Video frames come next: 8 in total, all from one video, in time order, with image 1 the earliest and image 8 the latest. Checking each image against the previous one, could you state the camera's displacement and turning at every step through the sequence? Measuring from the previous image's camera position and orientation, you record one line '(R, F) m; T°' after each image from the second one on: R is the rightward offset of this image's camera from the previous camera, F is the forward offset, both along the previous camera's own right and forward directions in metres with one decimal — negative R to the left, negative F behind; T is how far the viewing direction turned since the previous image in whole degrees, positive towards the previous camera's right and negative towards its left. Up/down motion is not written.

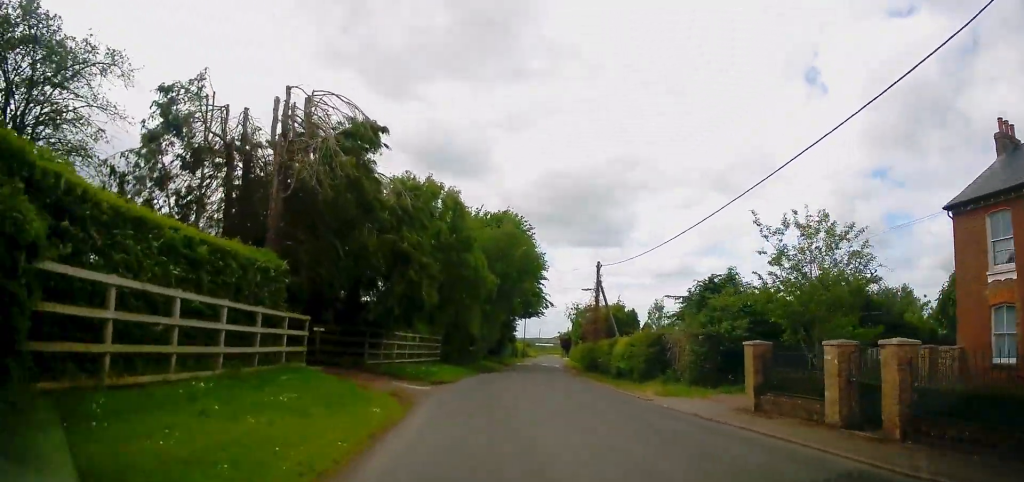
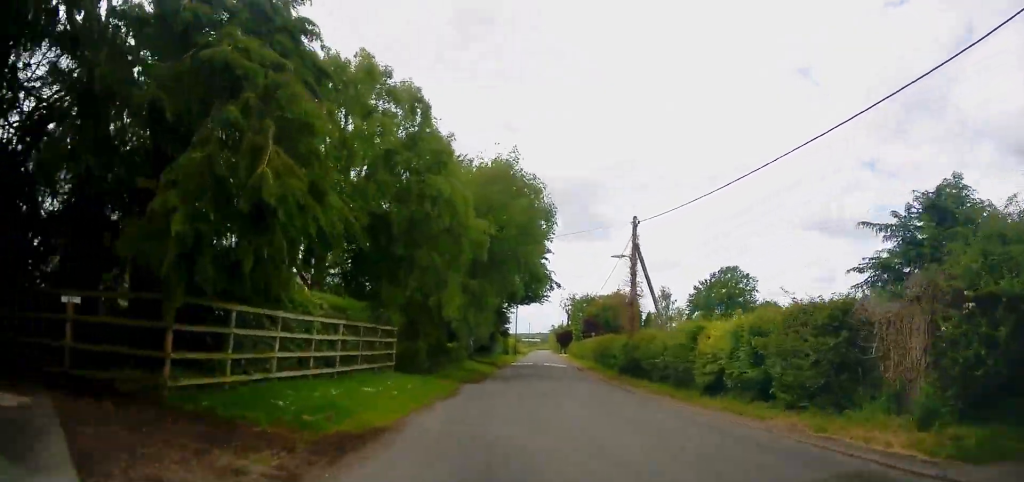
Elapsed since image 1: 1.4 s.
(+0.1, +13.7) m; +3°
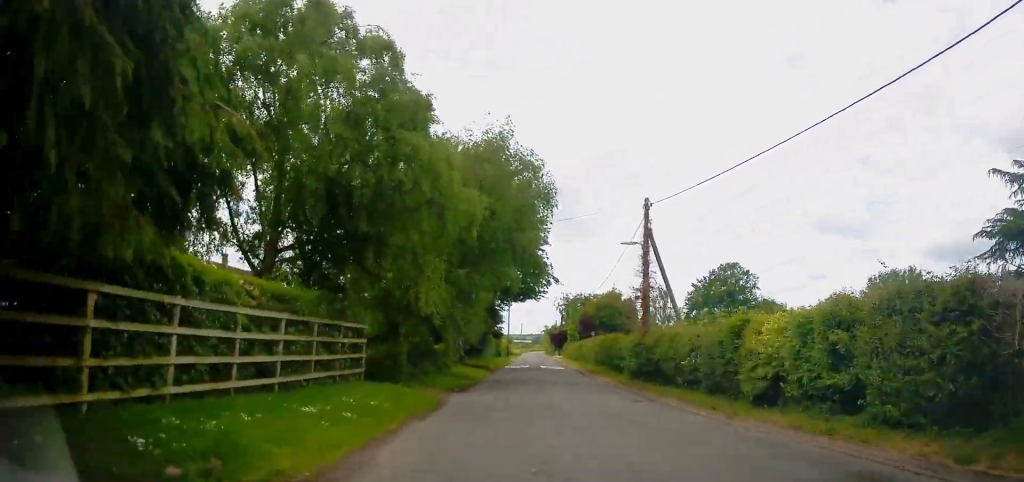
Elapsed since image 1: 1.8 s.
(+0.1, +3.8) m; +1°
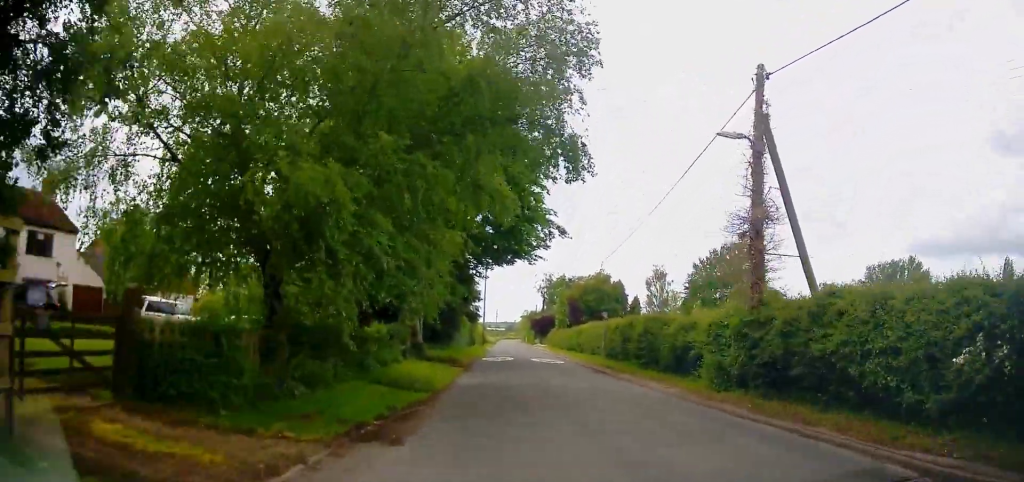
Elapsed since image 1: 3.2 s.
(+0.5, +12.7) m; +2°
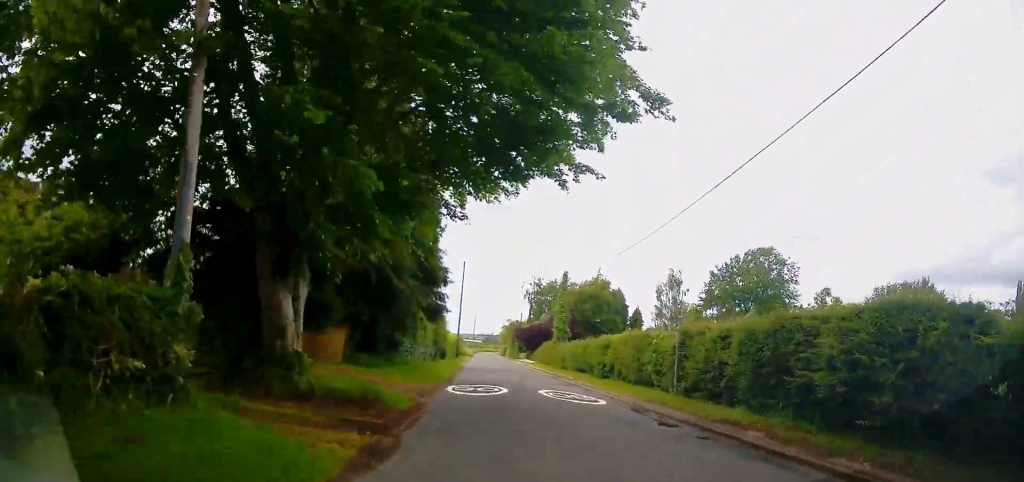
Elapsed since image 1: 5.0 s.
(-0.2, +15.6) m; -1°
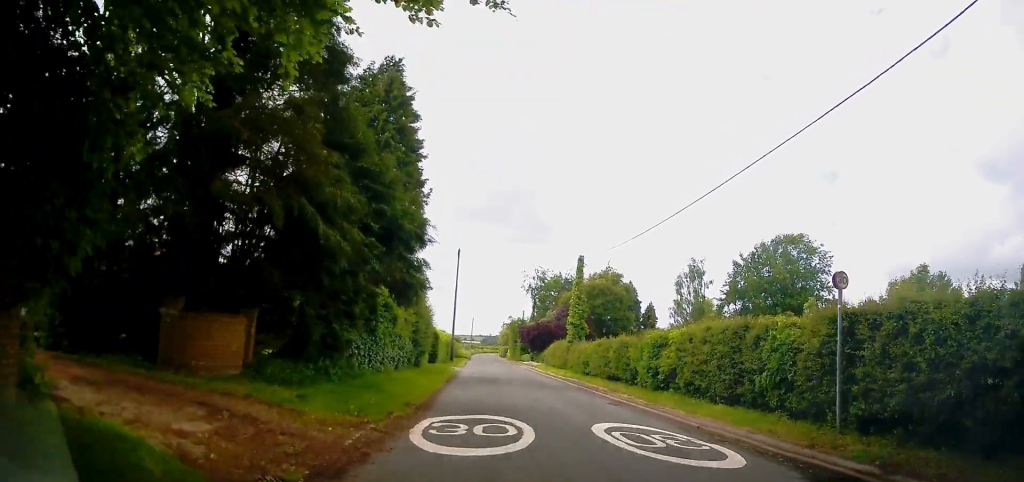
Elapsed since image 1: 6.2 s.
(+0.1, +8.8) m; +1°
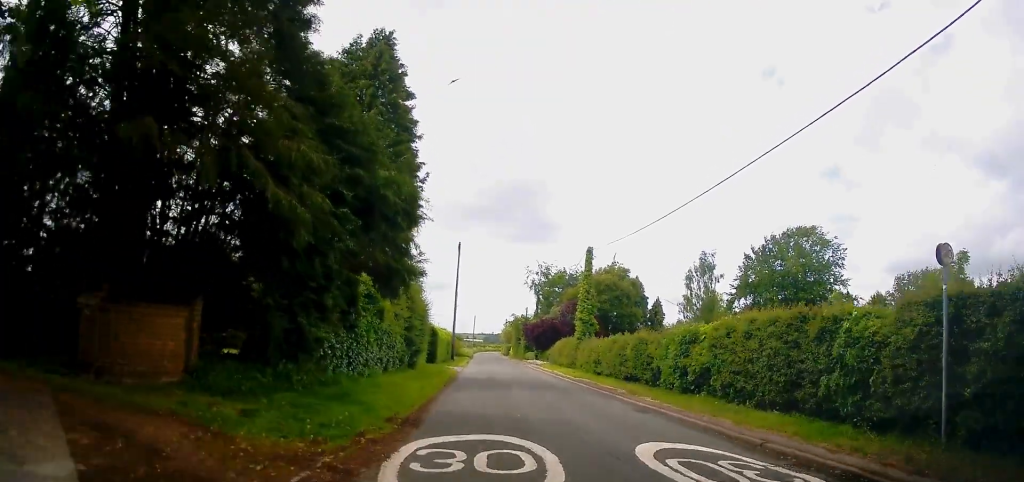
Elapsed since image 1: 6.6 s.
(0.0, +2.8) m; +1°
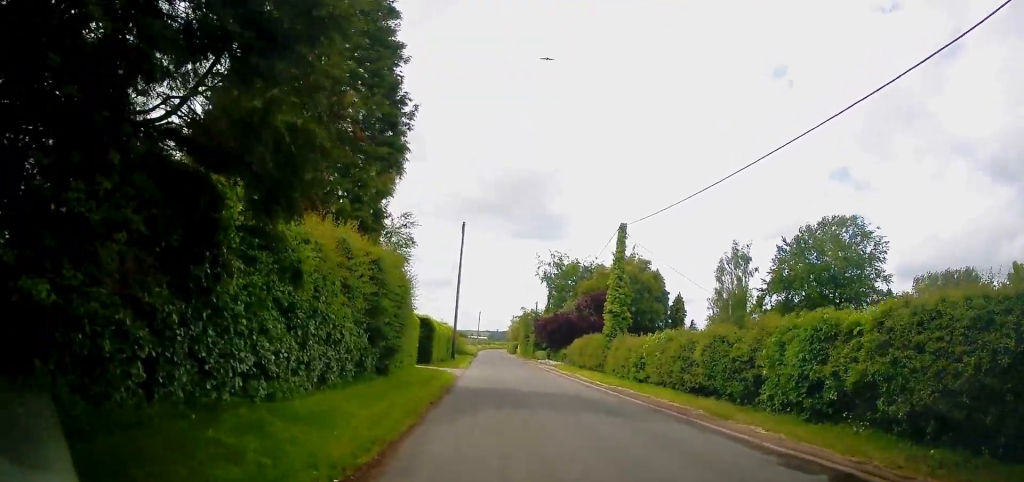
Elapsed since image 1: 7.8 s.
(+0.1, +7.2) m; +2°
